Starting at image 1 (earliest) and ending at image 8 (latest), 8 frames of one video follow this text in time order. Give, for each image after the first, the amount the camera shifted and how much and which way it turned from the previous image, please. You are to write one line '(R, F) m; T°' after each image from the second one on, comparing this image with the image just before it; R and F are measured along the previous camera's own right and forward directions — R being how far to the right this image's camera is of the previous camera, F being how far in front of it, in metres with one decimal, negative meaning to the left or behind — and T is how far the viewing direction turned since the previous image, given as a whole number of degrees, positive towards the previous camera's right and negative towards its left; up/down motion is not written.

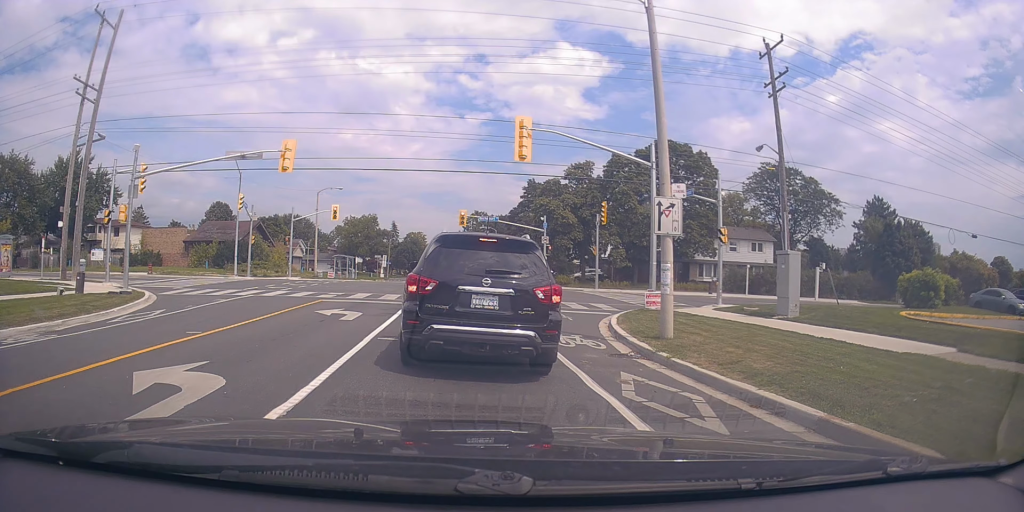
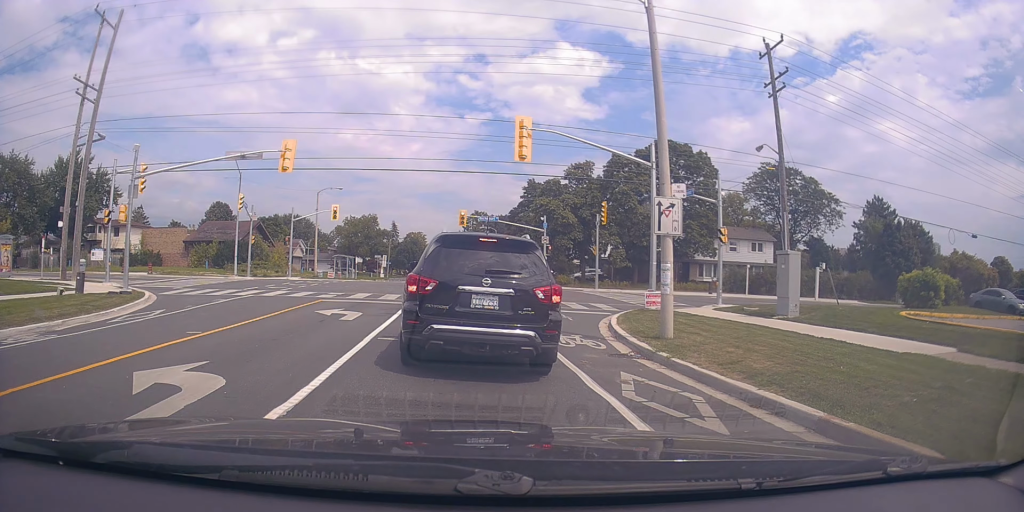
(0.0, 0.0) m; 0°
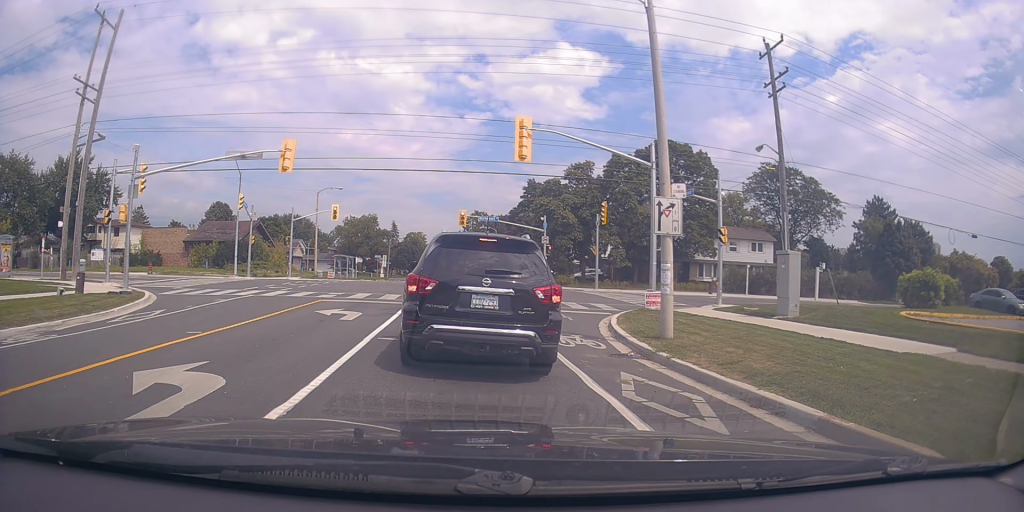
(0.0, 0.0) m; 0°
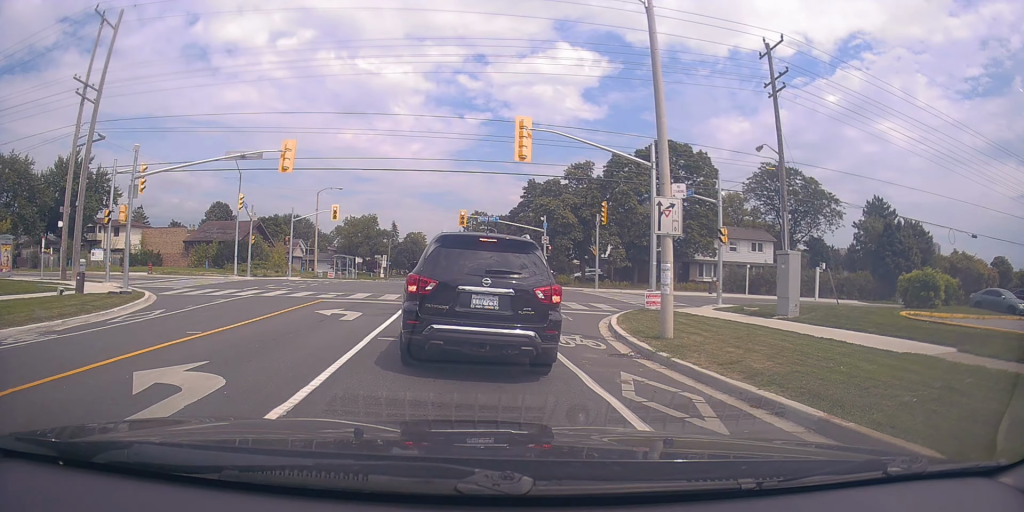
(0.0, 0.0) m; 0°
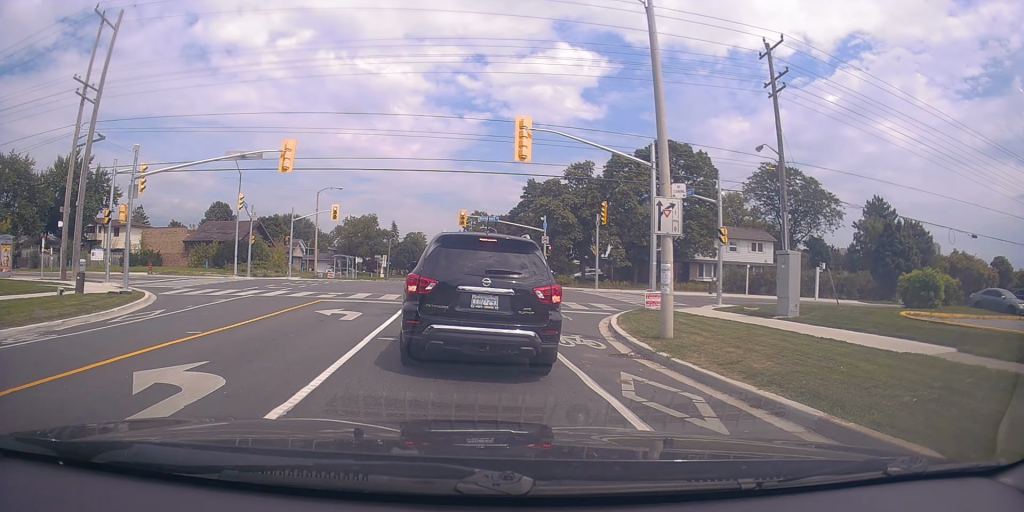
(0.0, 0.0) m; 0°
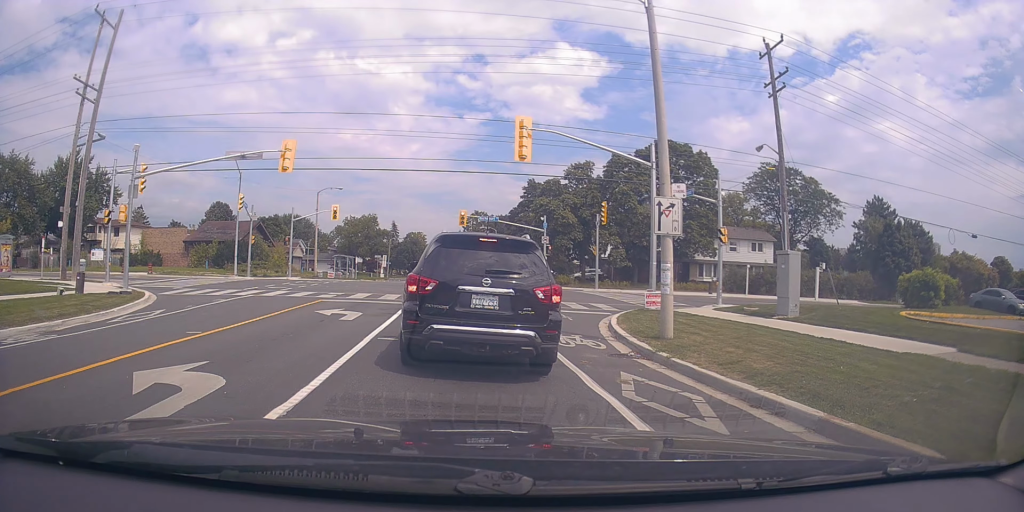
(0.0, 0.0) m; 0°
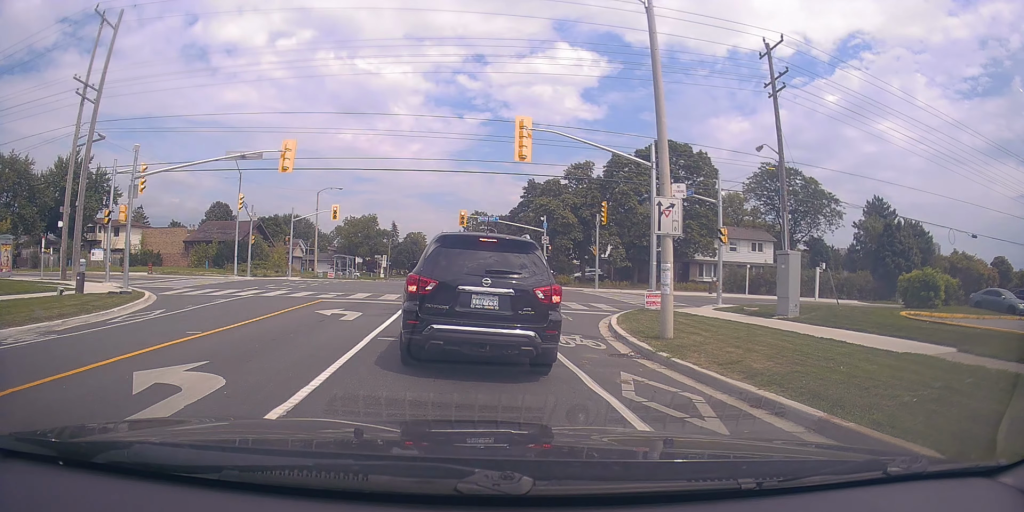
(0.0, 0.0) m; 0°
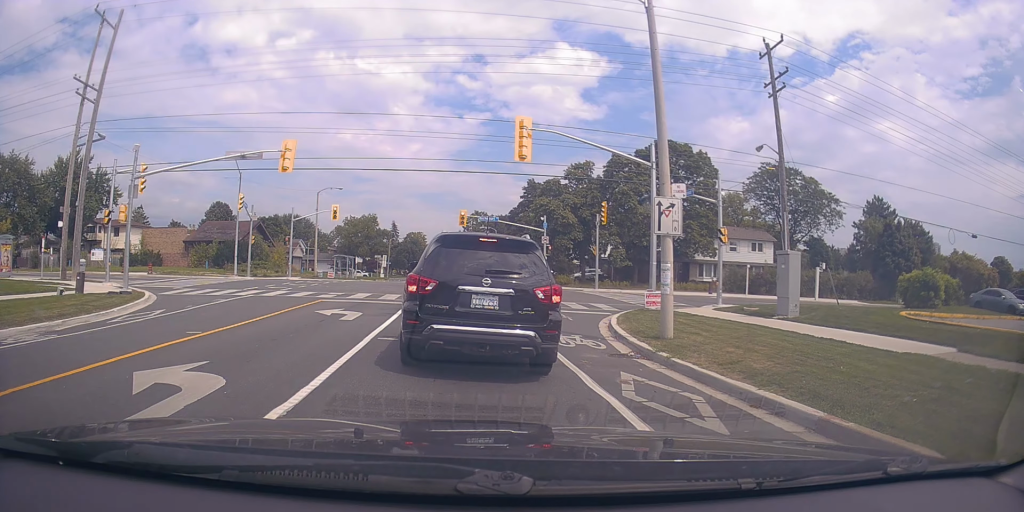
(0.0, 0.0) m; 0°
